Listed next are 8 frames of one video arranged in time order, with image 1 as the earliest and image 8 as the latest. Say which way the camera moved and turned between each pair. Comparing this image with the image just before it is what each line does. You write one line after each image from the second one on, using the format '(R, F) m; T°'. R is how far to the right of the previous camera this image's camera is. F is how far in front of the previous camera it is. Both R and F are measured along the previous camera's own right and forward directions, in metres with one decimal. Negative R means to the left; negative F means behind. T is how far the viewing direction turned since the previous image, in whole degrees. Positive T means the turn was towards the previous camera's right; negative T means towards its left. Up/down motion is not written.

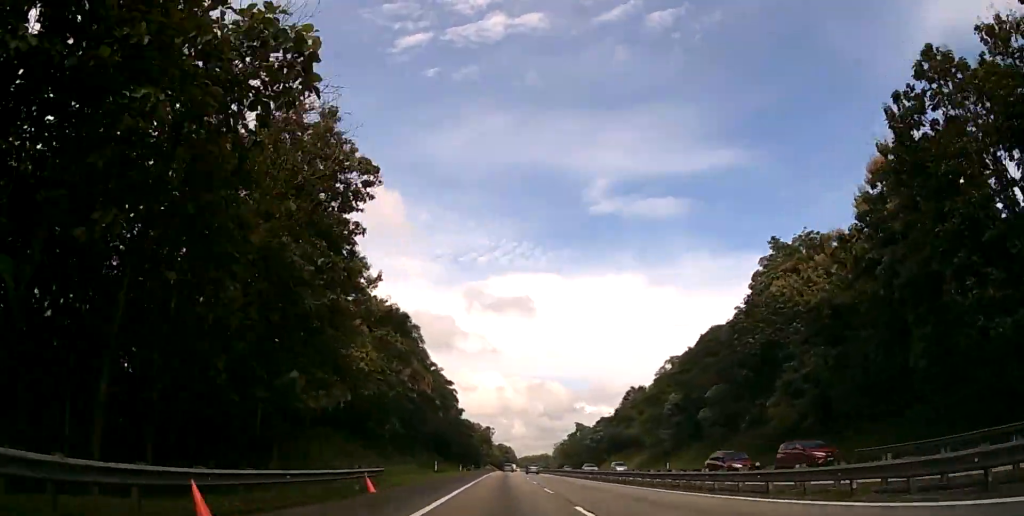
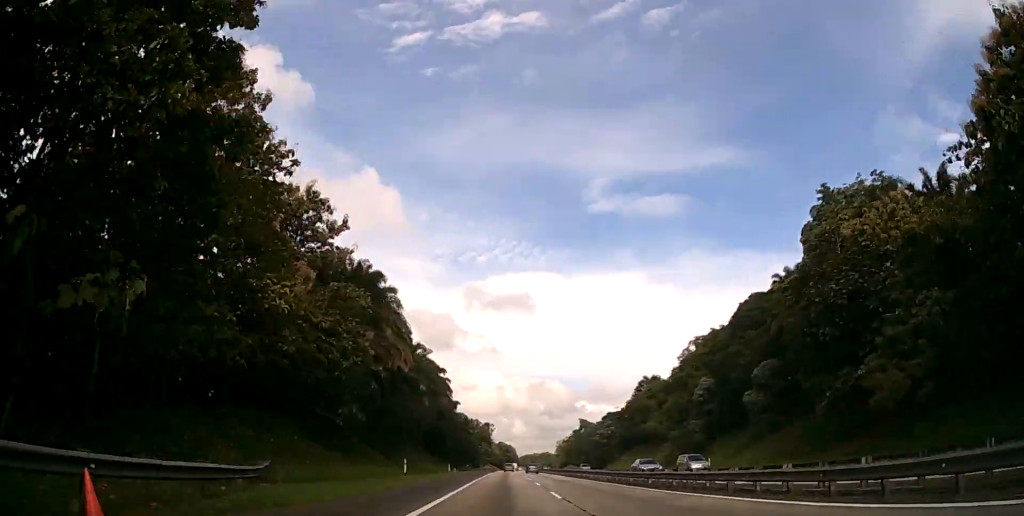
(0.0, +15.4) m; 0°
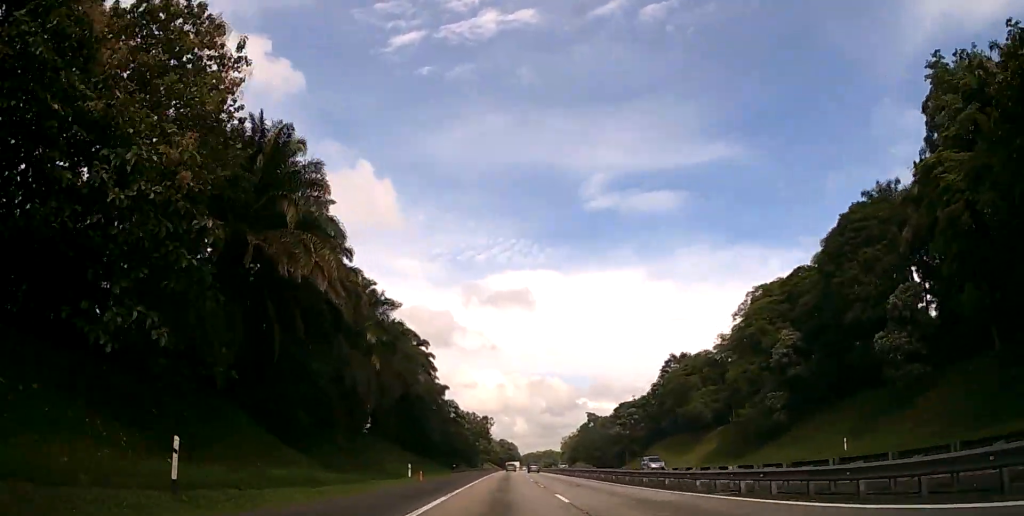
(0.0, +25.3) m; 0°
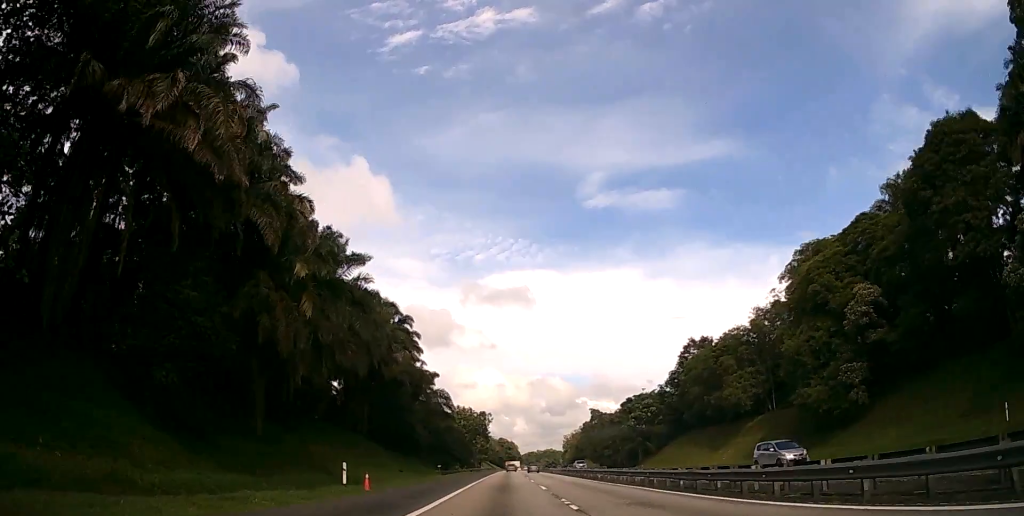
(0.0, +14.3) m; 0°
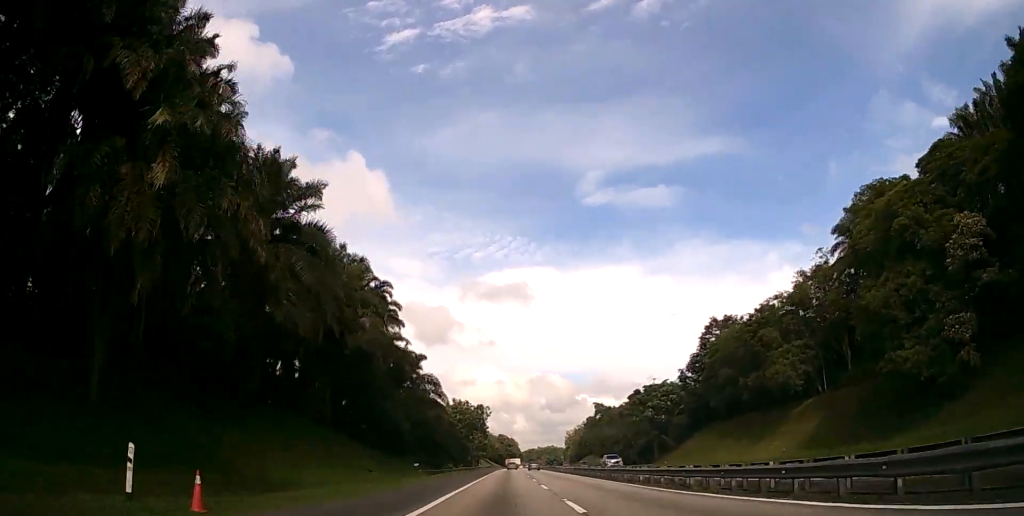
(0.0, +13.2) m; 0°
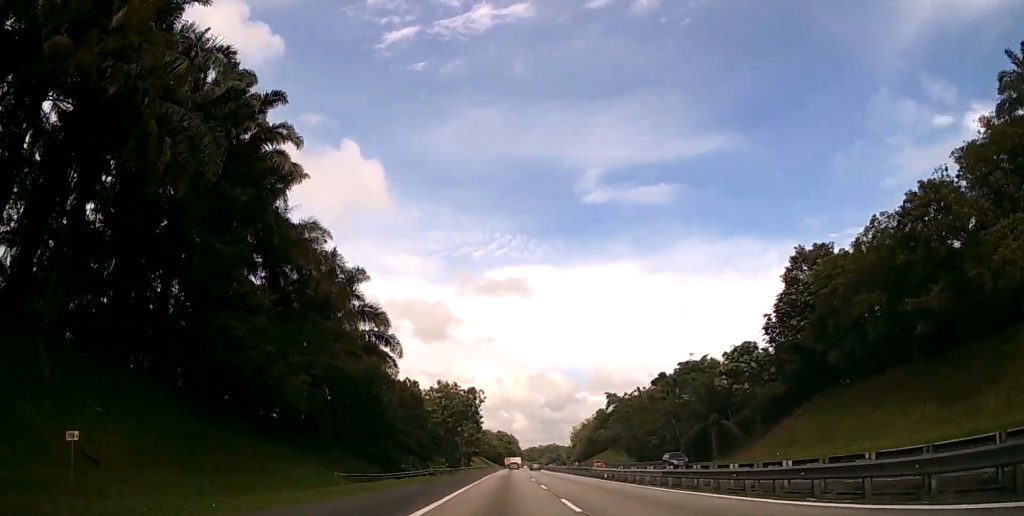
(+0.1, +33.1) m; 0°
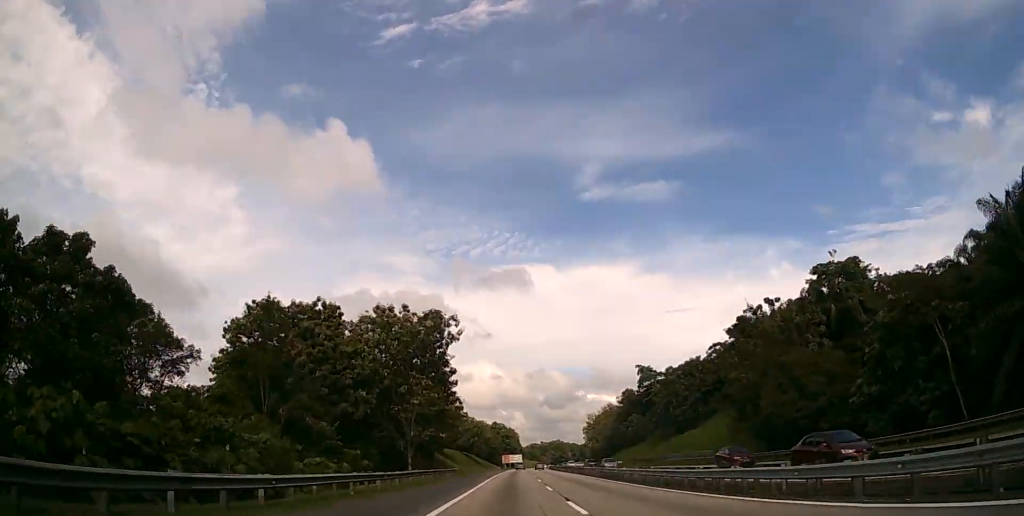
(-0.1, +59.7) m; 0°
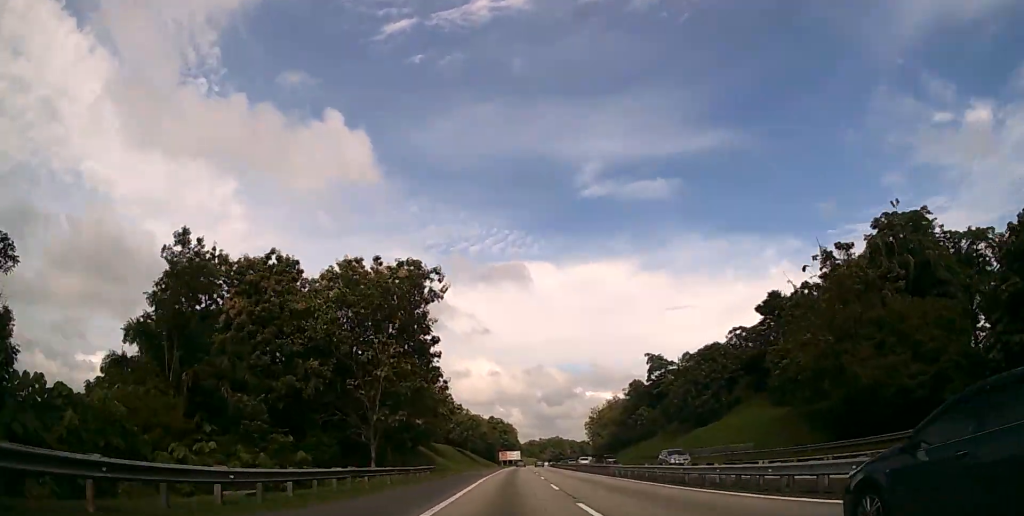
(0.0, +14.4) m; 0°
